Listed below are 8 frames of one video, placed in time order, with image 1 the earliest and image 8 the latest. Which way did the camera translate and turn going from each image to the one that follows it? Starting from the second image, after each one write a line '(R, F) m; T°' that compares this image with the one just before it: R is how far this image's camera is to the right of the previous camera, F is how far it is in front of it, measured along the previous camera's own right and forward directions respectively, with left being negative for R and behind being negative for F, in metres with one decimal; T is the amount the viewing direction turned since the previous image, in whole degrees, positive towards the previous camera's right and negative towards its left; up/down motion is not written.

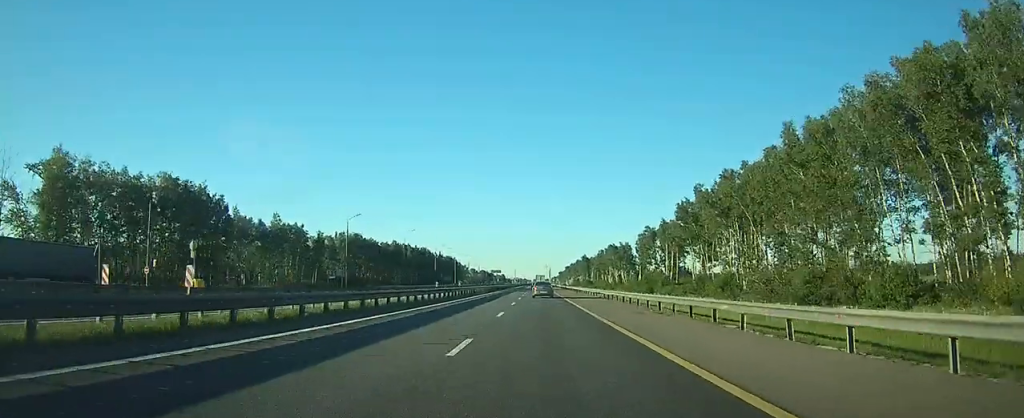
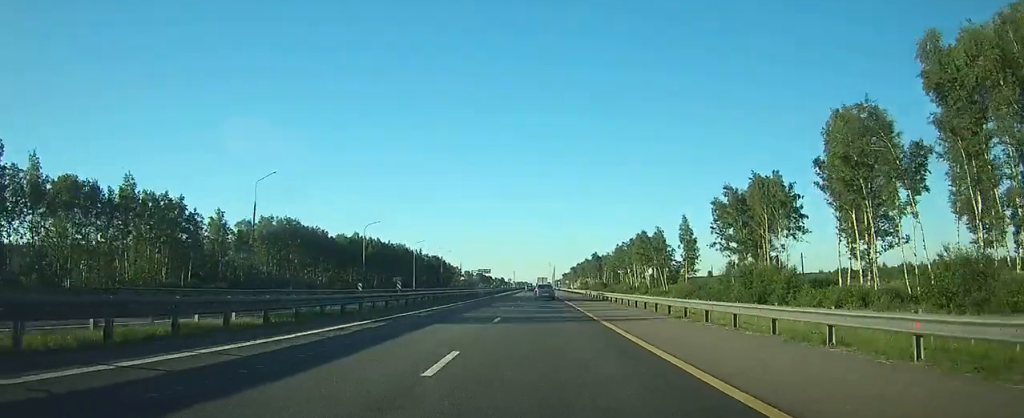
(-0.1, +64.0) m; 0°
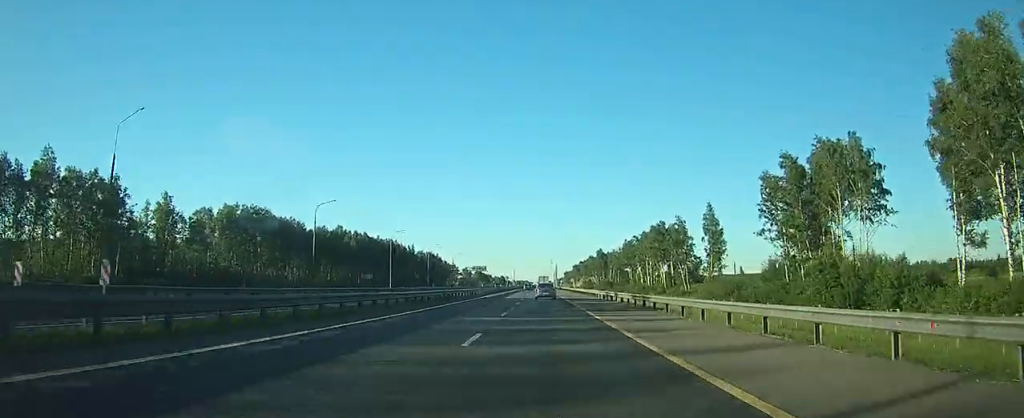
(0.0, +20.9) m; 0°
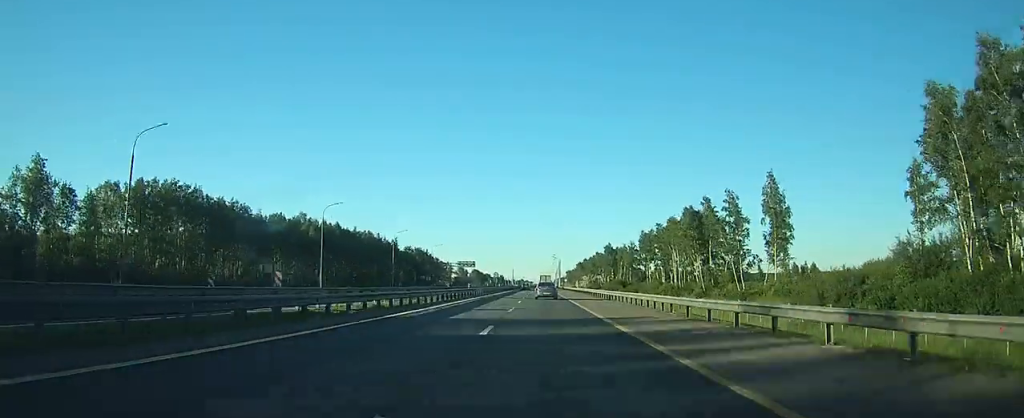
(+0.3, +34.2) m; +1°
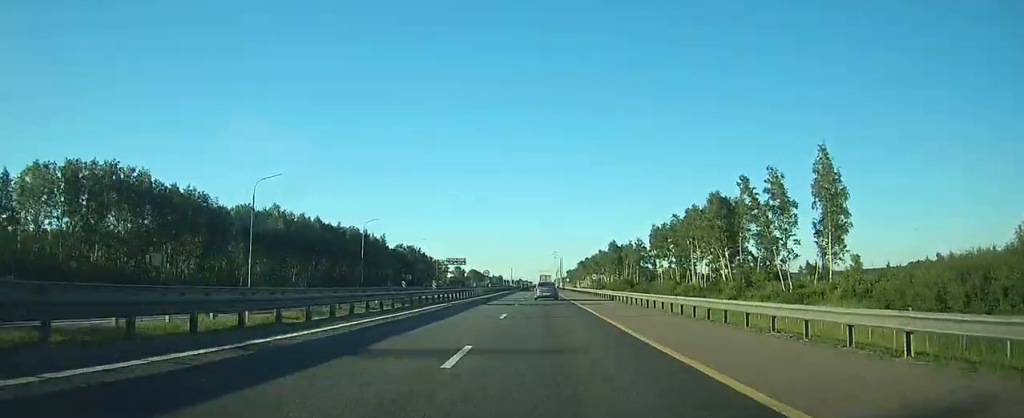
(+0.1, +18.3) m; 0°
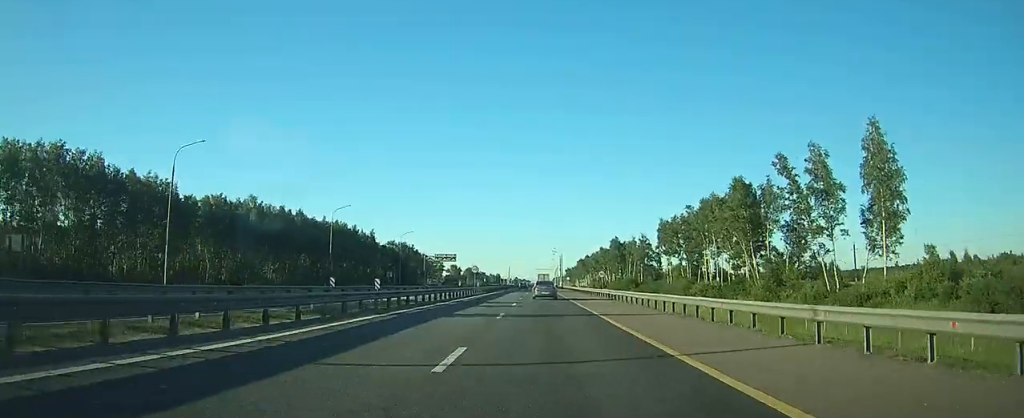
(0.0, +13.1) m; 0°
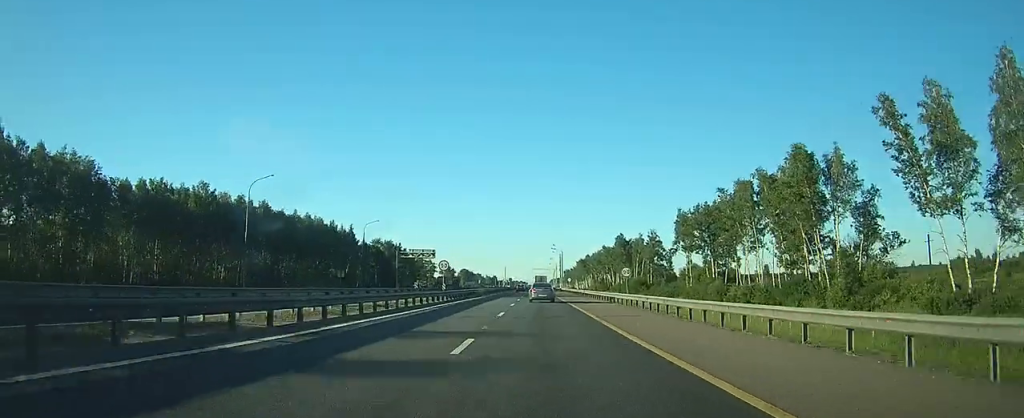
(0.0, +22.9) m; 0°
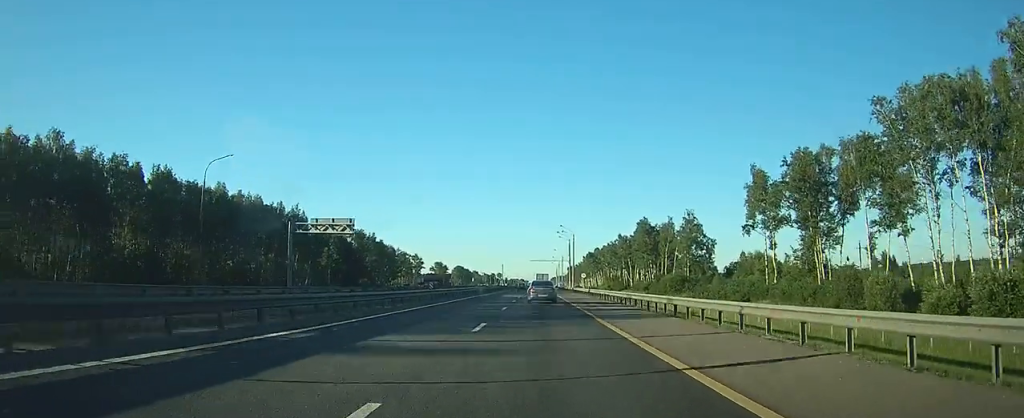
(0.0, +46.7) m; 0°
